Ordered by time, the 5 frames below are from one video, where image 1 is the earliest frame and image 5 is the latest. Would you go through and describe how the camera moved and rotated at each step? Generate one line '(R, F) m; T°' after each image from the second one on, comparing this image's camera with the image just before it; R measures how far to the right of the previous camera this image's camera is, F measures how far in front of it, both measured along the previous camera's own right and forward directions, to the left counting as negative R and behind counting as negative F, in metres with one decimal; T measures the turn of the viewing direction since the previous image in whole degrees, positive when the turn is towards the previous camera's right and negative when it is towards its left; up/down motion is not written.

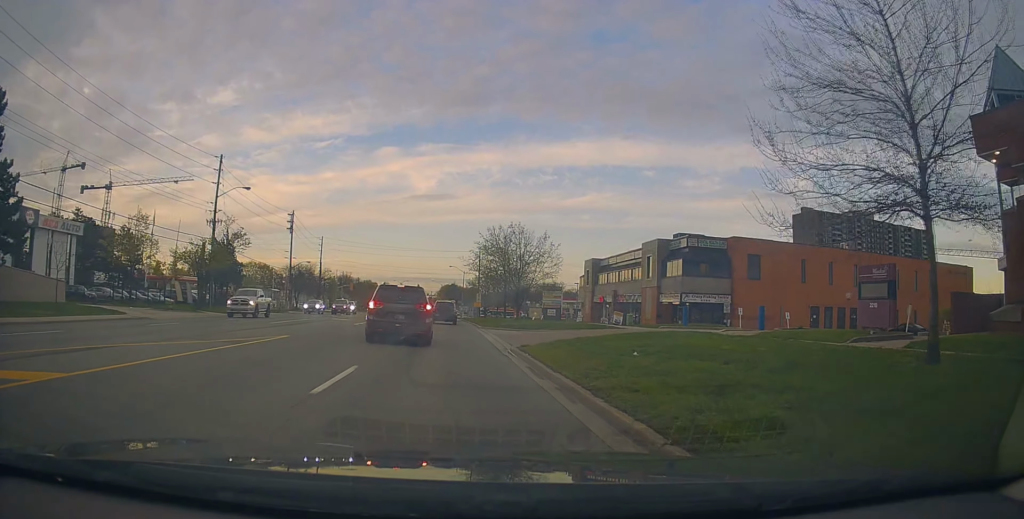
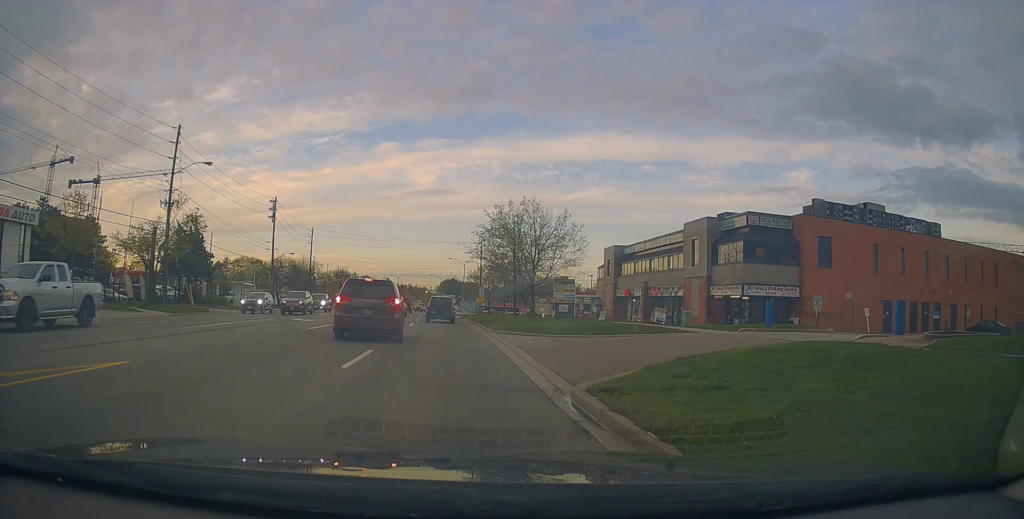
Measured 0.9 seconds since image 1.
(-0.5, +8.8) m; 0°
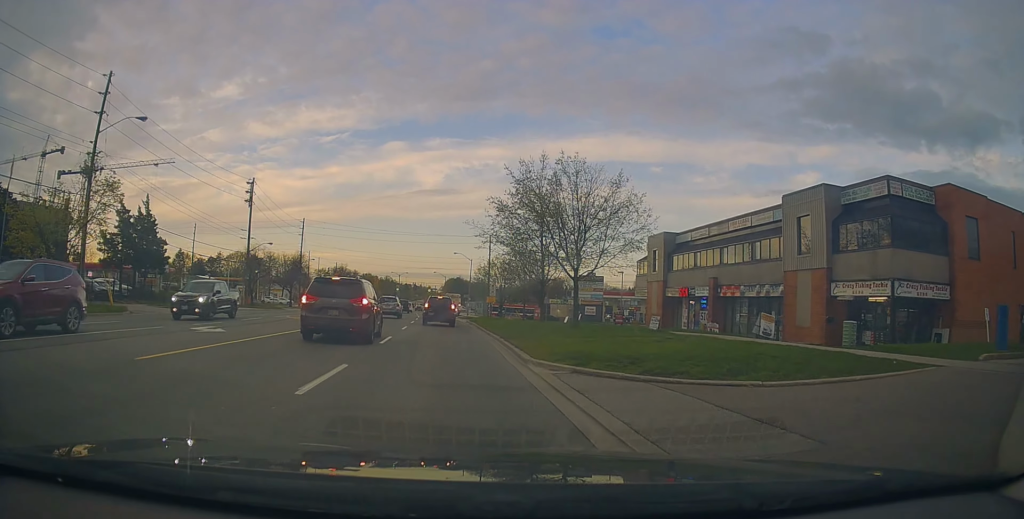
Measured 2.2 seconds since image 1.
(+0.7, +12.4) m; +3°
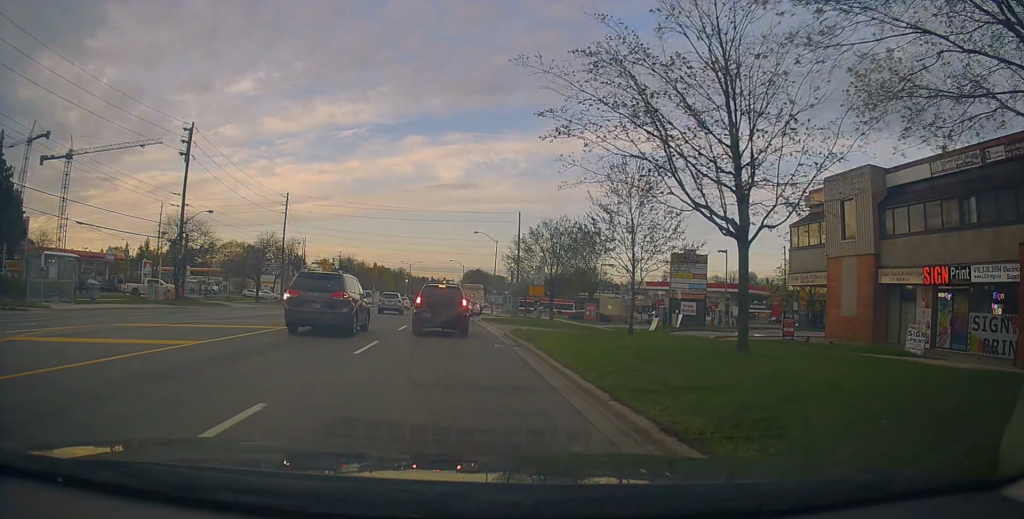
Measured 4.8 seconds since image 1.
(-0.7, +23.1) m; -3°
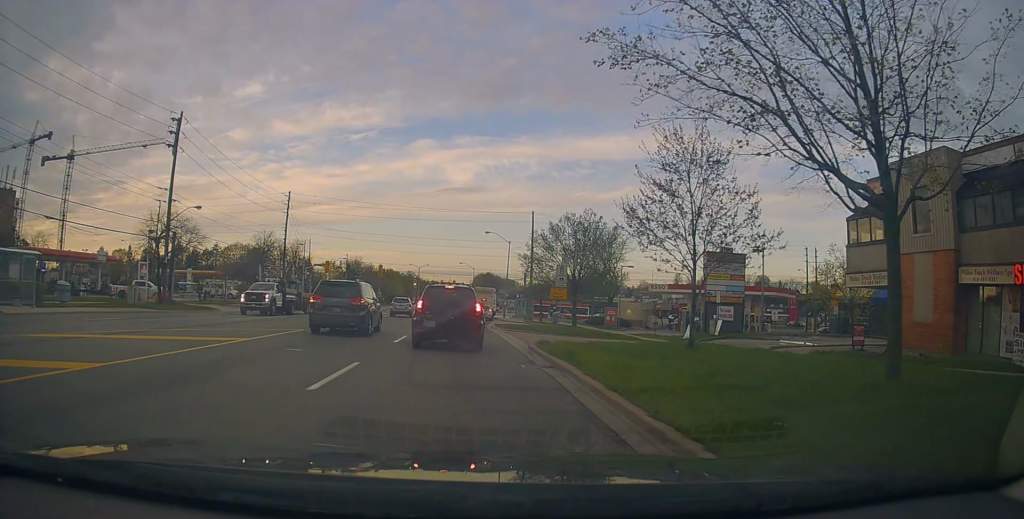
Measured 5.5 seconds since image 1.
(-0.2, +5.1) m; +1°
